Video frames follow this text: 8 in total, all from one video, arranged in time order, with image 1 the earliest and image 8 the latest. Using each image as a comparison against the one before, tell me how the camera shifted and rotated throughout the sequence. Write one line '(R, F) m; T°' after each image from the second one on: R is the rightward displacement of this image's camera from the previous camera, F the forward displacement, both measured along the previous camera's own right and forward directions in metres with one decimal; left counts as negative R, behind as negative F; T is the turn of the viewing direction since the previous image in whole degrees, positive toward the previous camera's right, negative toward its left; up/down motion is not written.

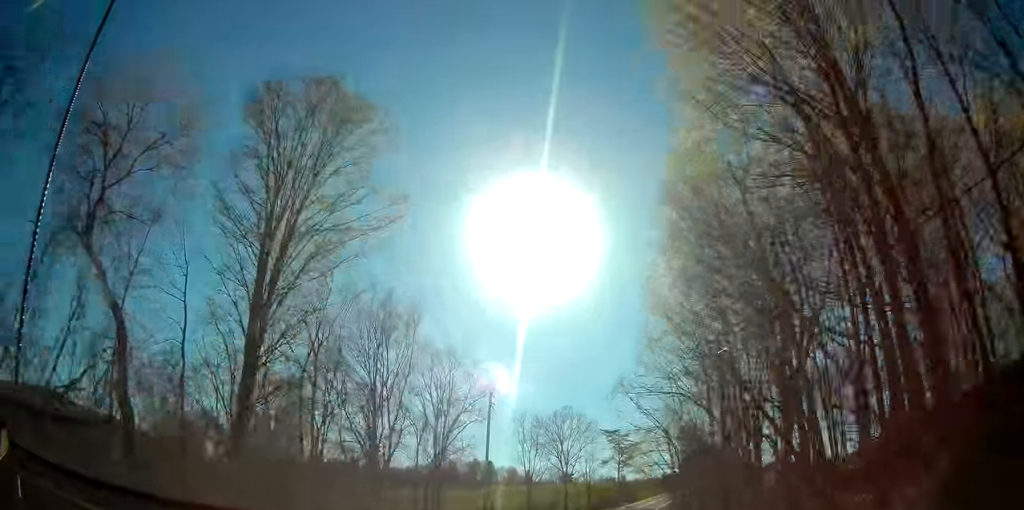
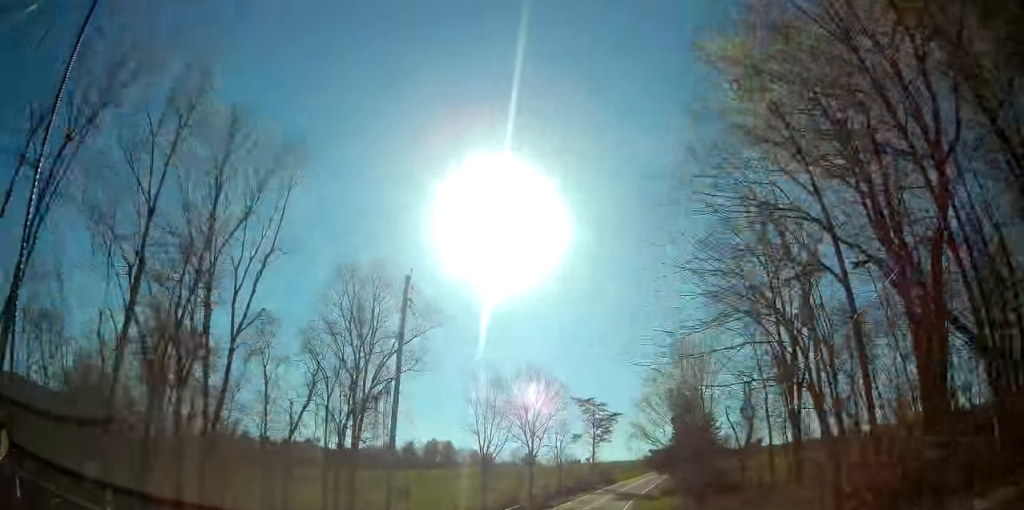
(+0.4, +17.2) m; +3°
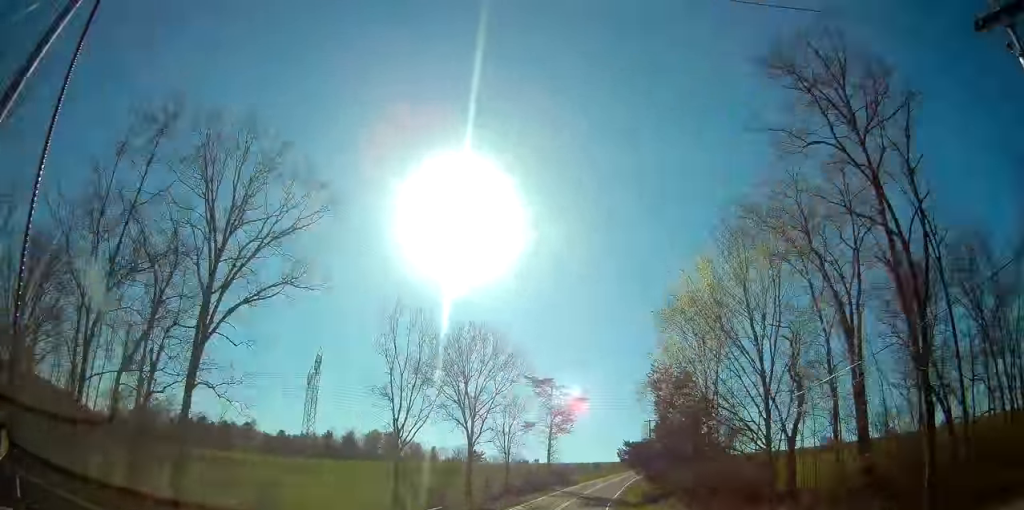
(+0.4, +17.3) m; +5°
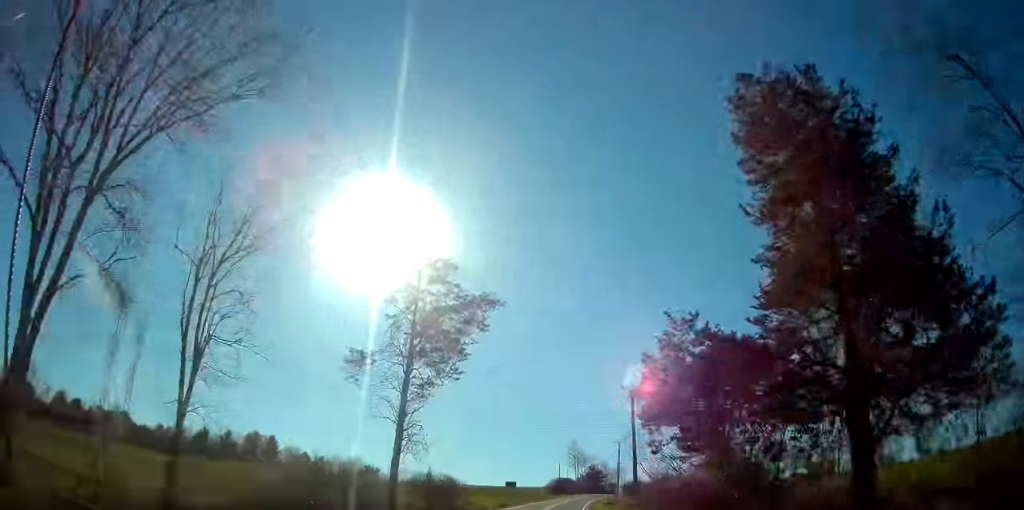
(+5.4, +44.5) m; +10°
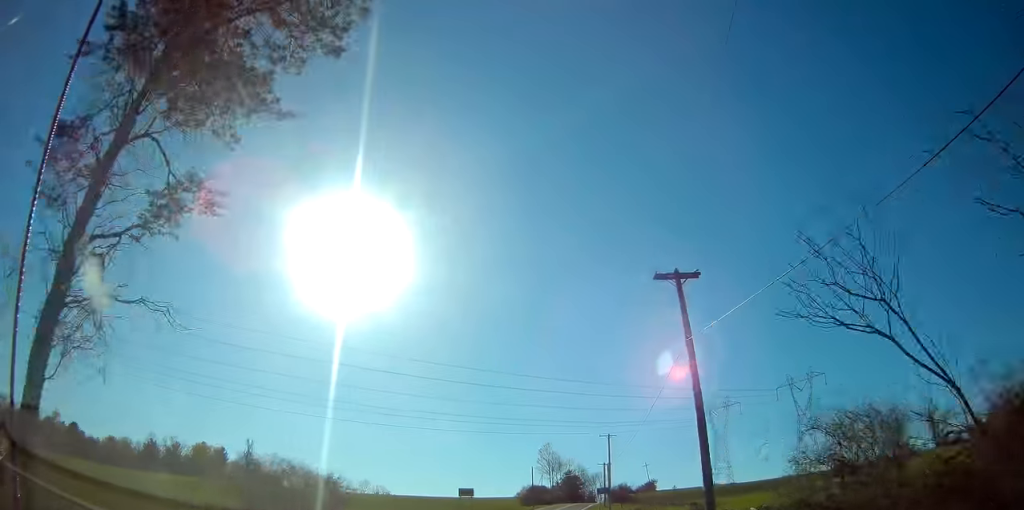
(+0.4, +21.8) m; +3°
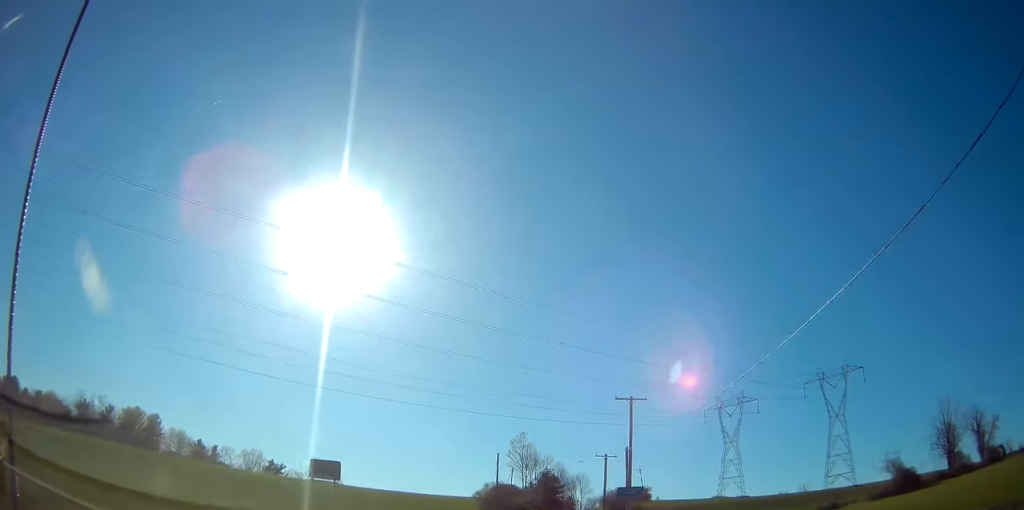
(+1.2, +32.0) m; +3°
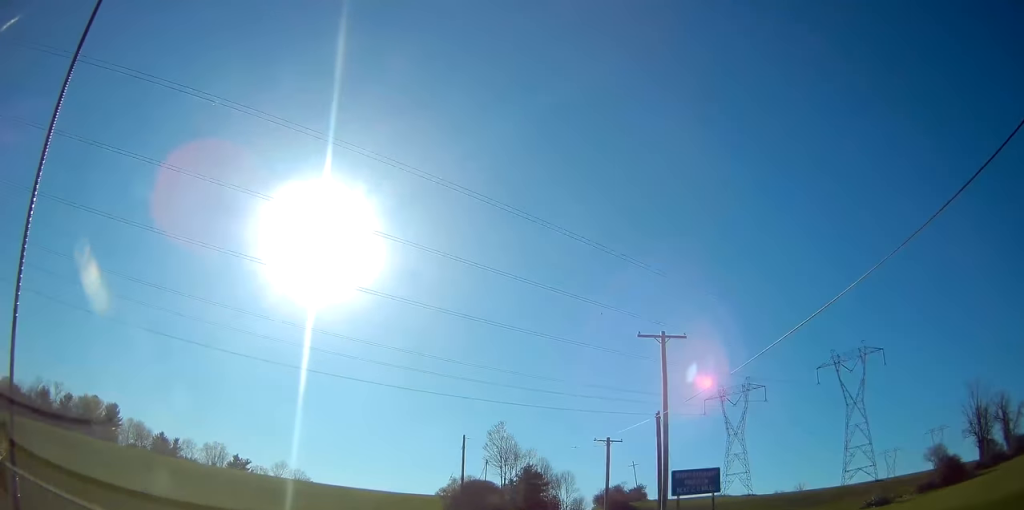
(0.0, +16.5) m; +1°
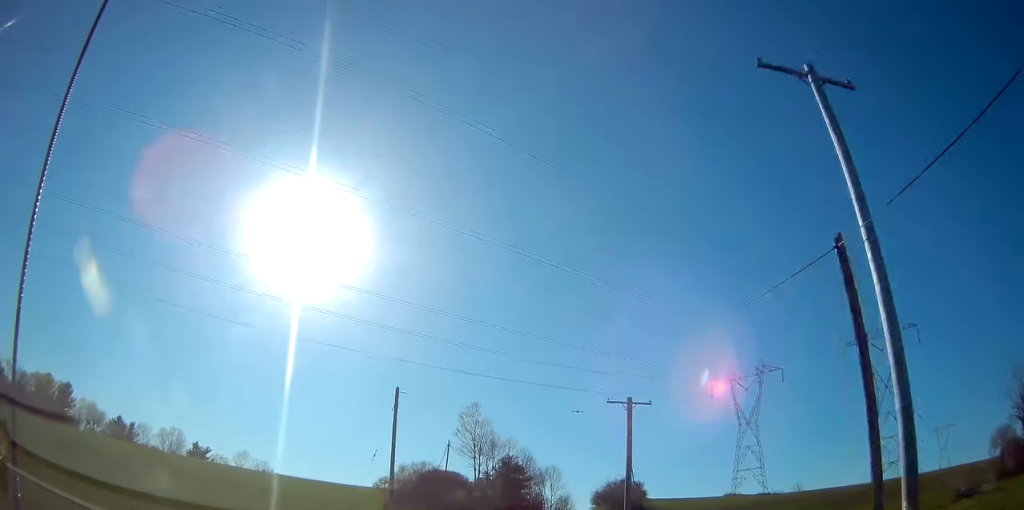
(+0.2, +18.8) m; +2°
